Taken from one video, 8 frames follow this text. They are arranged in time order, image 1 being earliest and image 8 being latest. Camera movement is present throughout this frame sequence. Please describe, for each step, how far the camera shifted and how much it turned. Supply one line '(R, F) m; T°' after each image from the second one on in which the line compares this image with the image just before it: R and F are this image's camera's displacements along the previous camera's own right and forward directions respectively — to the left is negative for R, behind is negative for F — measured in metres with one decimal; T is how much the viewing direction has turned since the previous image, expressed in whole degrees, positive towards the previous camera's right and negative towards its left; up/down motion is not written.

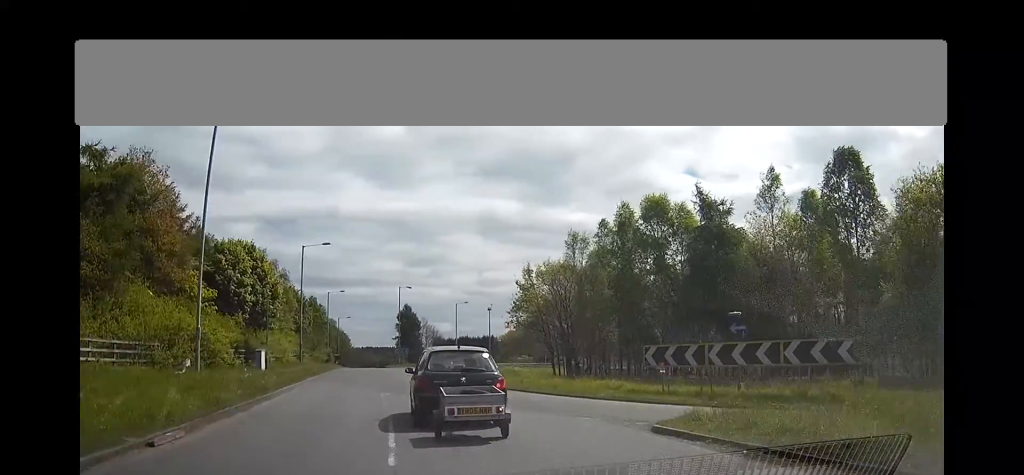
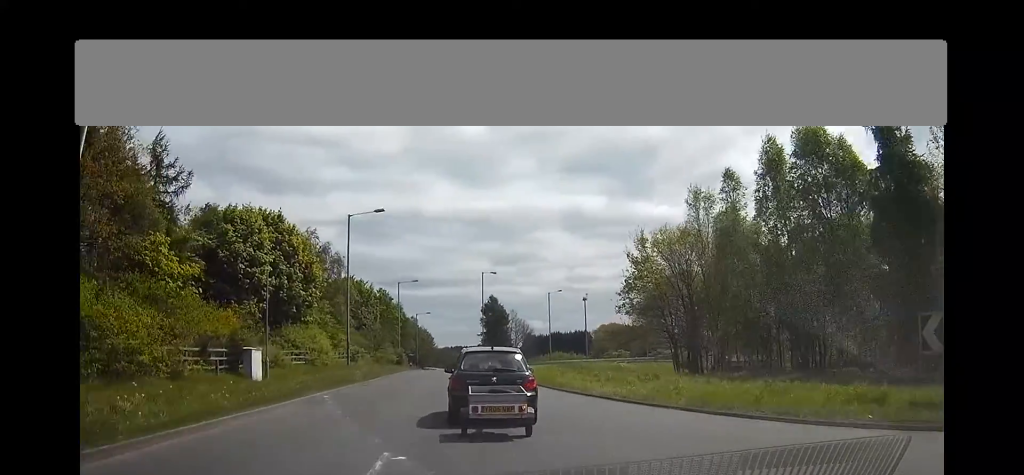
(-3.0, +14.9) m; -14°
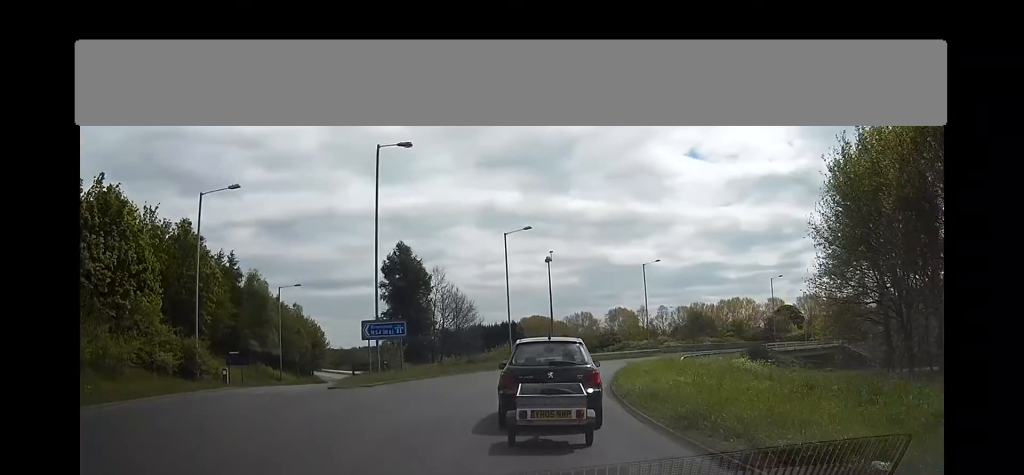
(+0.6, +49.4) m; +7°
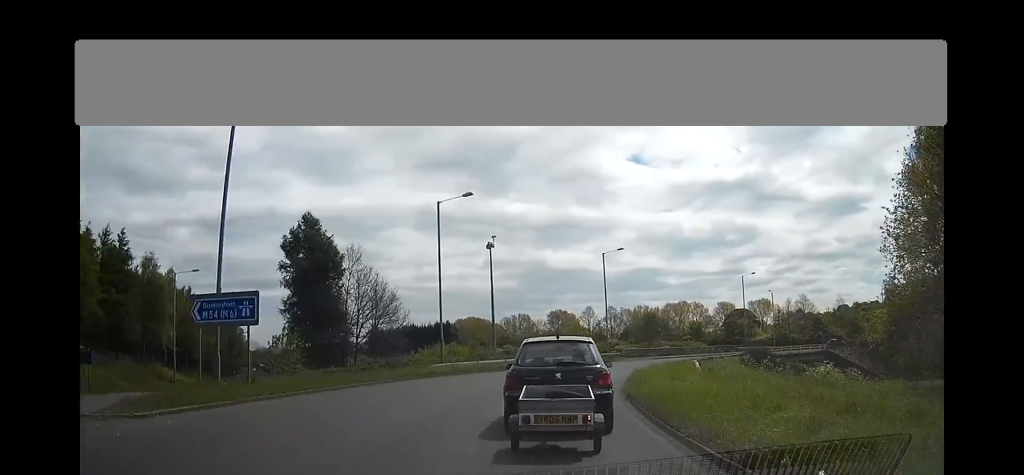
(+0.4, +13.1) m; +5°
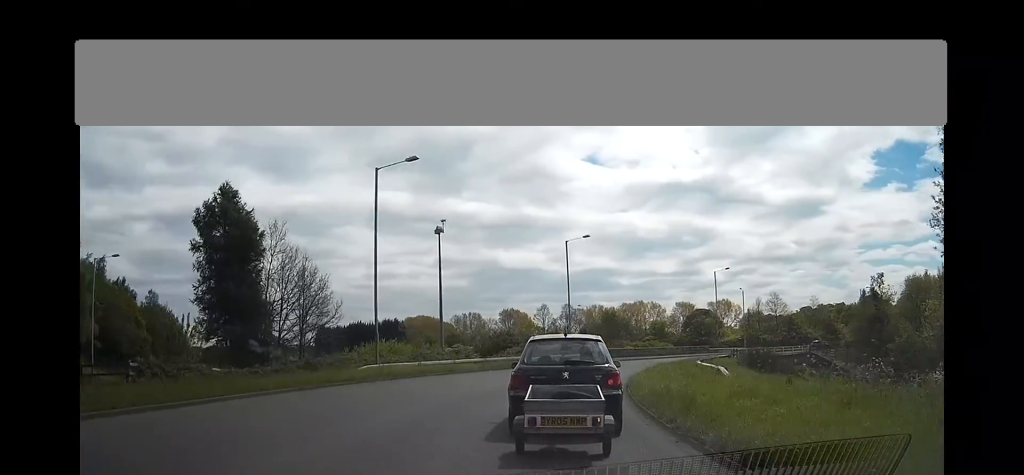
(+0.1, +7.7) m; +4°
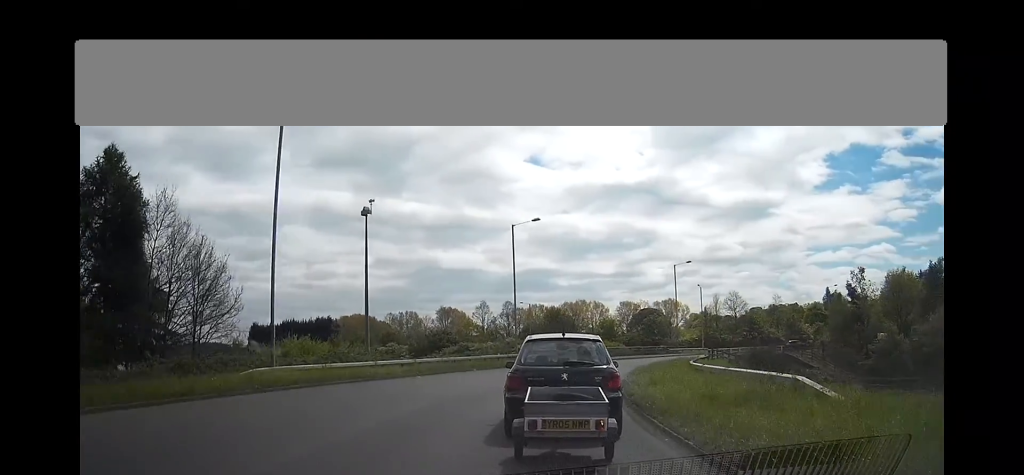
(-0.1, +8.3) m; +4°
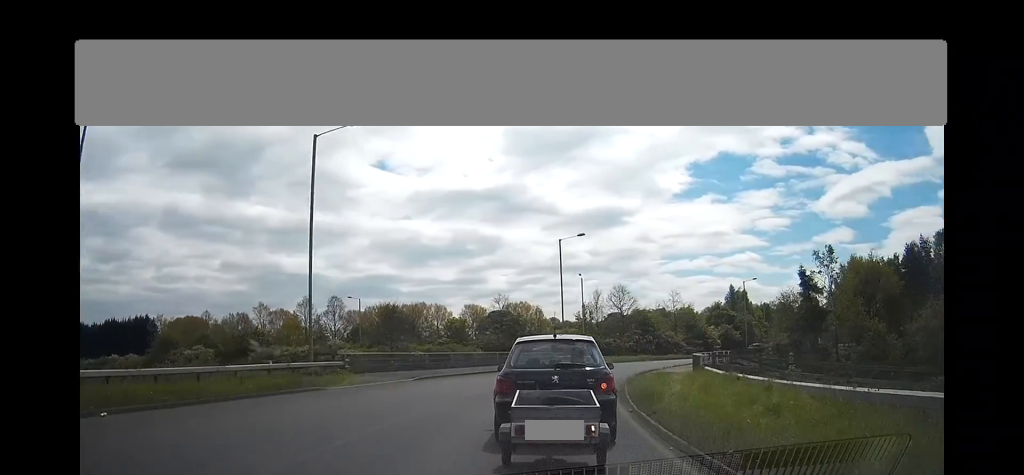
(+4.3, +24.3) m; +20°
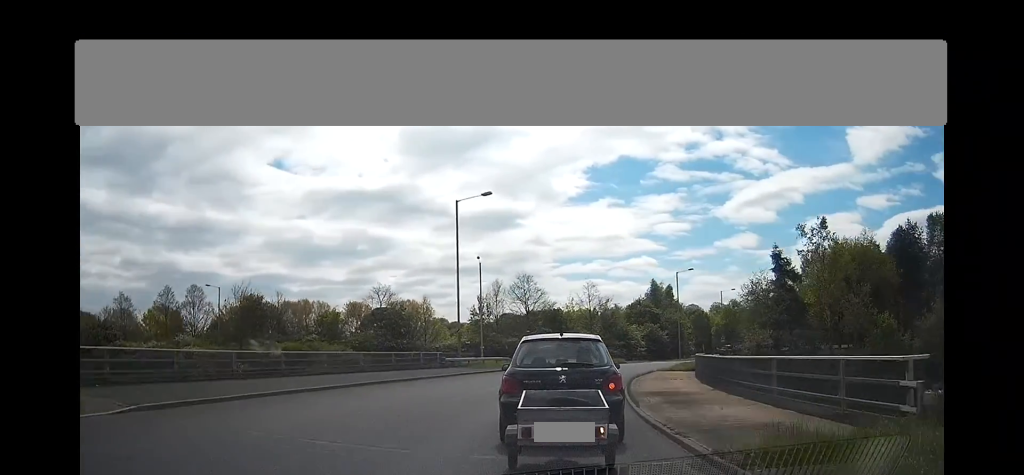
(+2.0, +16.5) m; +13°
